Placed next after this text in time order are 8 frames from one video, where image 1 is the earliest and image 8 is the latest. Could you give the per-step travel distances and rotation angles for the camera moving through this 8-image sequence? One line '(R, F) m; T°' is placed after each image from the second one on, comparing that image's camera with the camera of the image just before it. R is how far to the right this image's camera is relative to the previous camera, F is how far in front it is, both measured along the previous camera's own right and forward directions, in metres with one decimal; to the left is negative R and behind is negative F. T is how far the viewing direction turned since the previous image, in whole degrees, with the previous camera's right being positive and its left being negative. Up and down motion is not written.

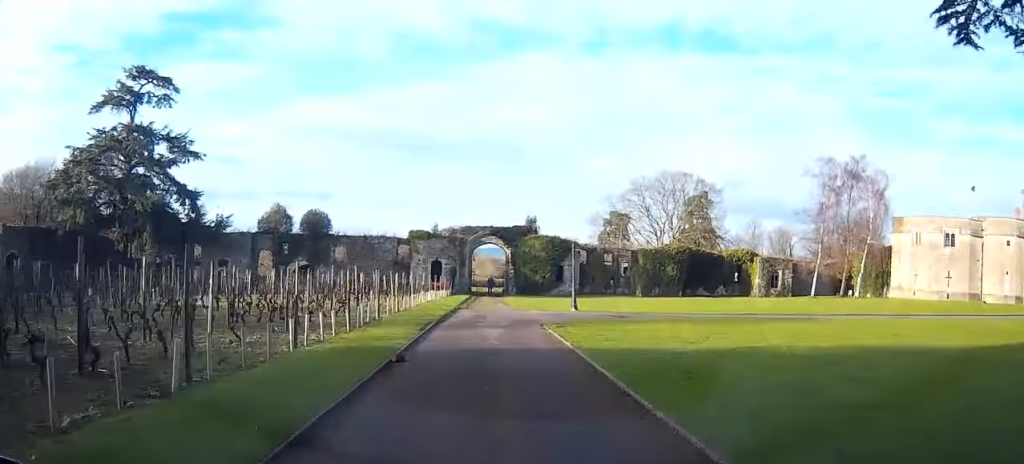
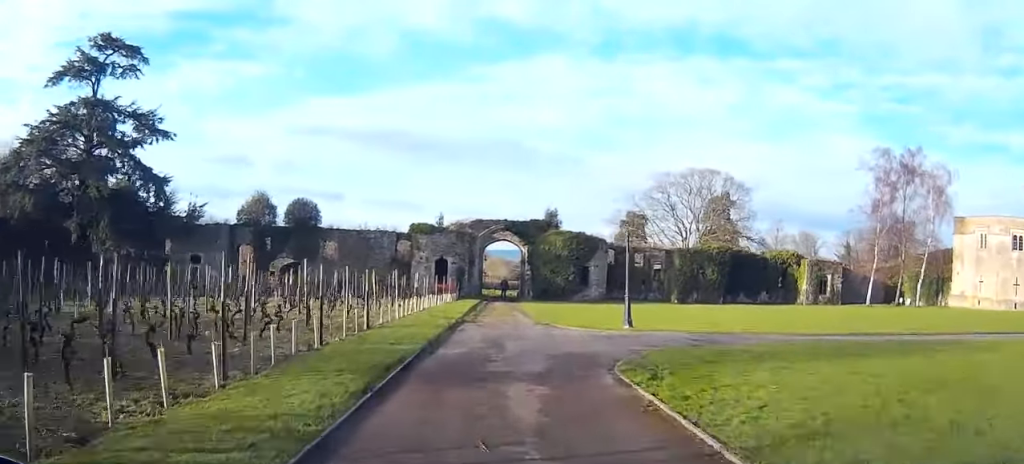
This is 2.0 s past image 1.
(-0.3, +9.5) m; -3°
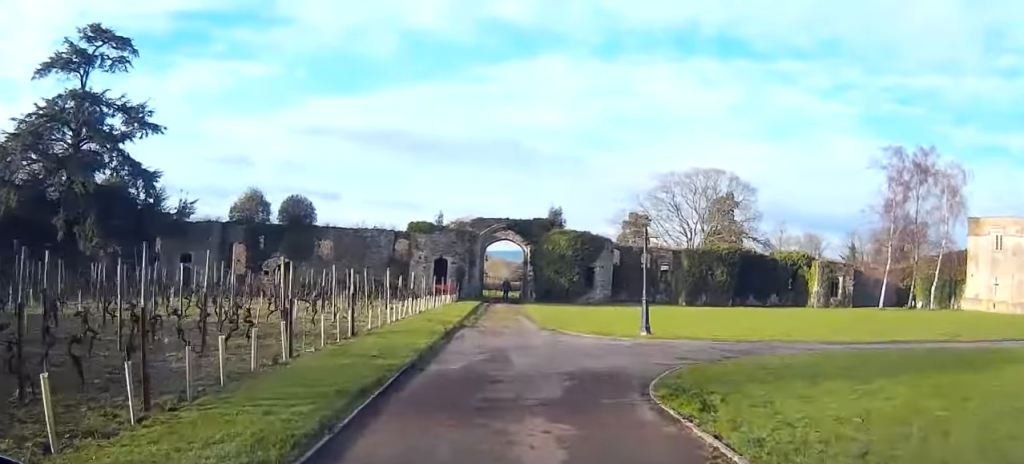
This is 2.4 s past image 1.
(+0.1, +2.5) m; -1°
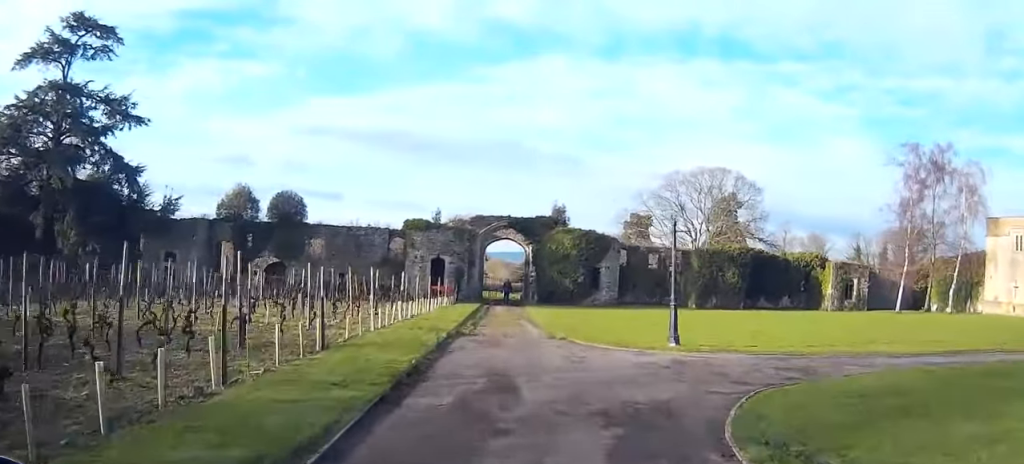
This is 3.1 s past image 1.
(-0.1, +3.7) m; -2°
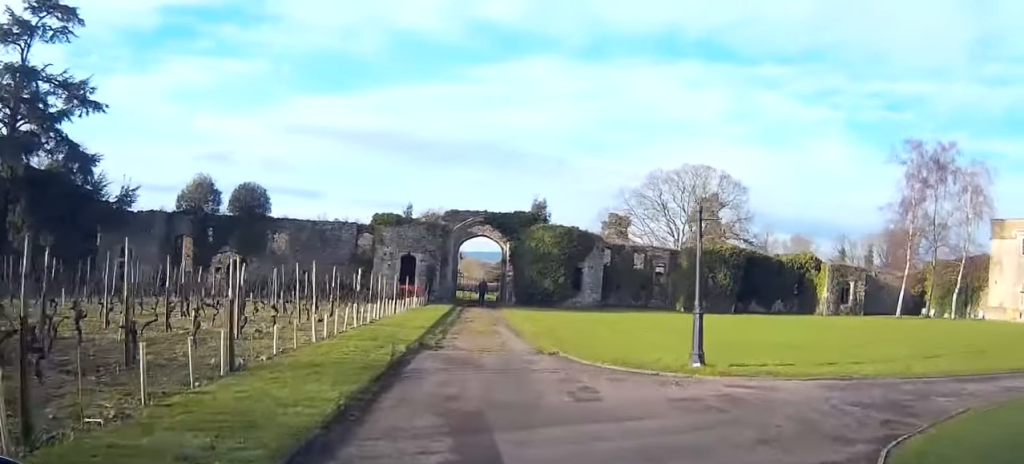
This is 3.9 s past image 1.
(-0.1, +4.6) m; +1°
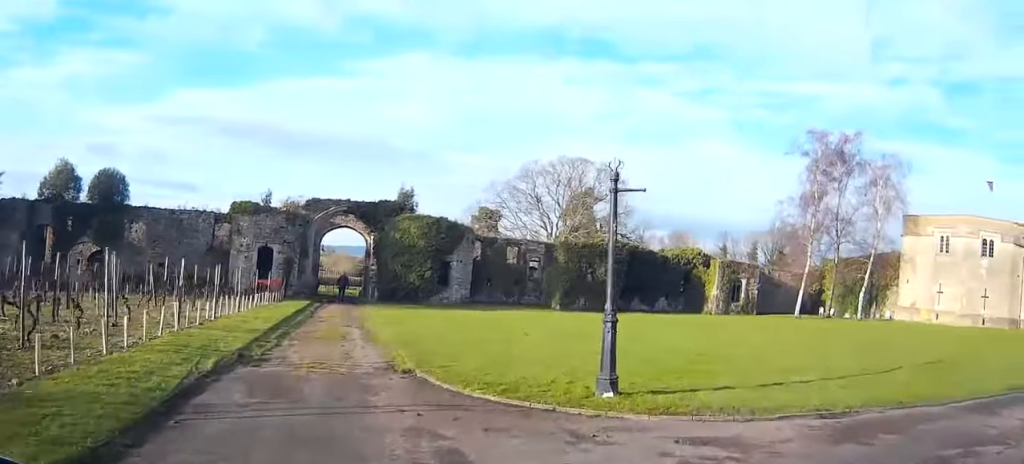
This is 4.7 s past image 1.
(+0.1, +4.6) m; +8°
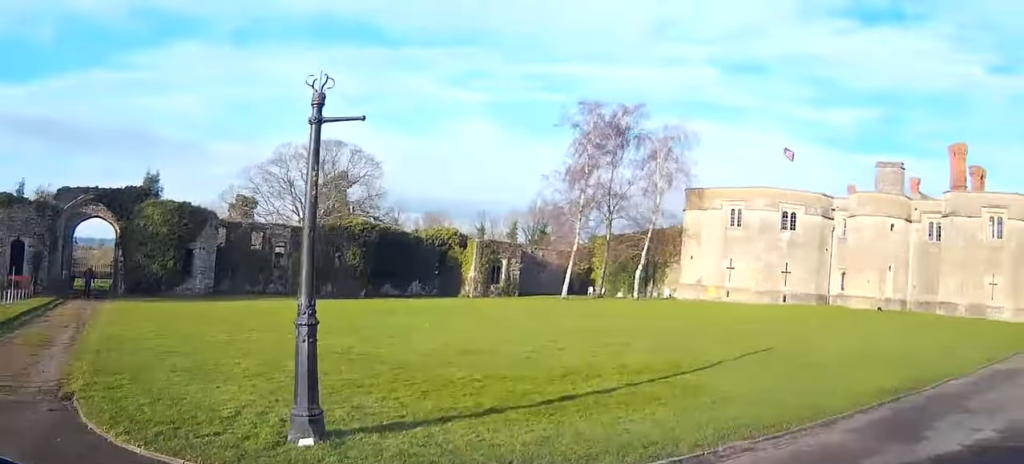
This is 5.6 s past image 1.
(+0.4, +4.1) m; +20°
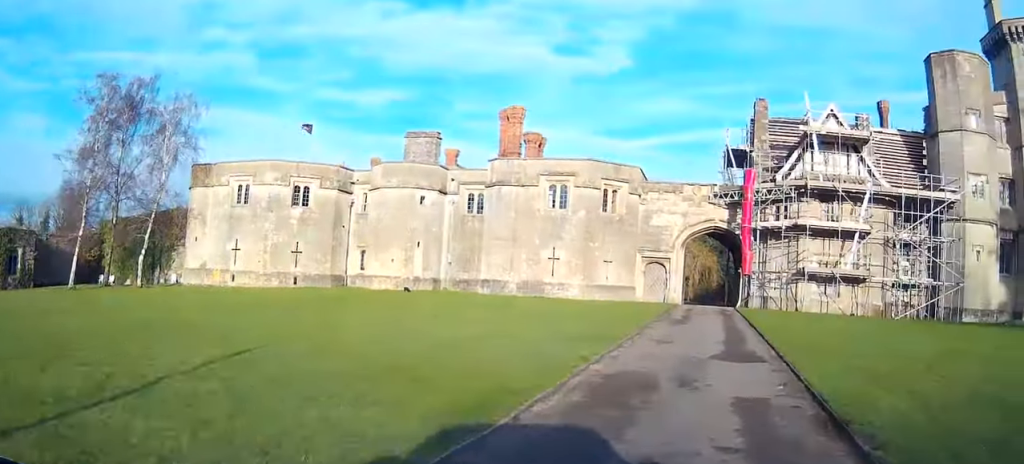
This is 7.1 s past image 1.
(+2.3, +5.7) m; +34°
